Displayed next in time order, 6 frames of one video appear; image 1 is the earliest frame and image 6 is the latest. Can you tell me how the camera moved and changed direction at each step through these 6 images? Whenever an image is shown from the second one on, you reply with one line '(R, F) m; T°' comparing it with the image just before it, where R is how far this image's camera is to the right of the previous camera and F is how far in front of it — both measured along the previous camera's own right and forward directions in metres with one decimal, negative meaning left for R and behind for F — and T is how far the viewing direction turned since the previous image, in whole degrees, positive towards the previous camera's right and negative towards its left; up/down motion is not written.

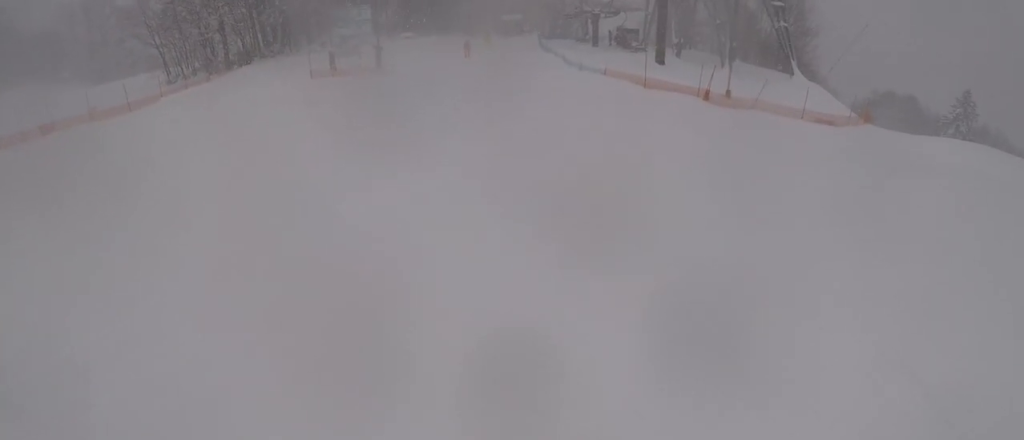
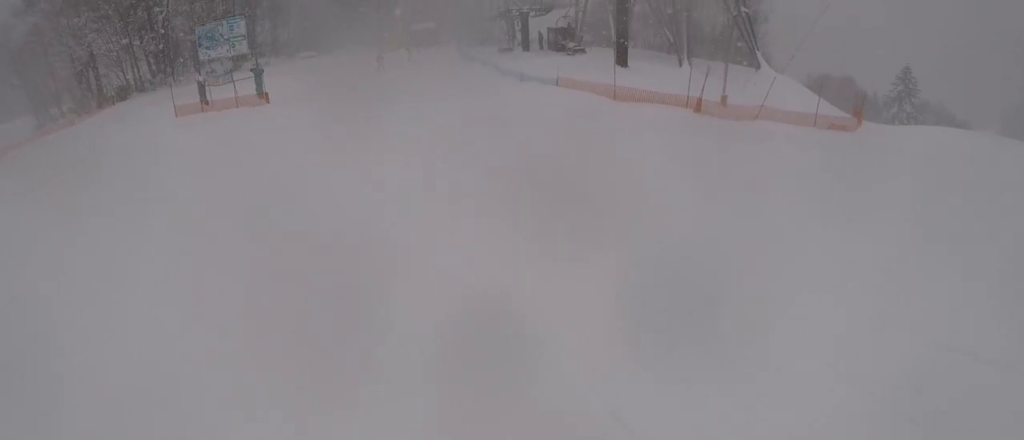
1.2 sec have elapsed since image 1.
(-0.9, +8.9) m; -11°
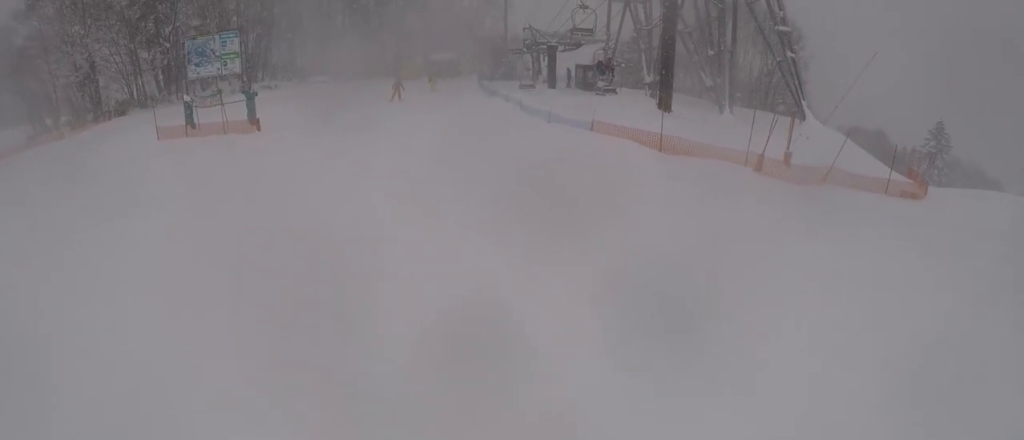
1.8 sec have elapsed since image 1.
(-0.8, +4.0) m; +1°
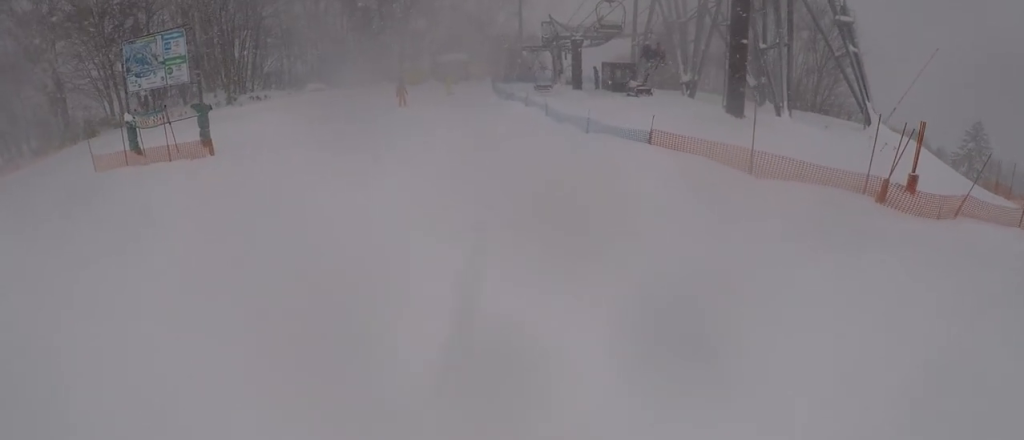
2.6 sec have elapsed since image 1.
(+0.8, +5.2) m; +1°
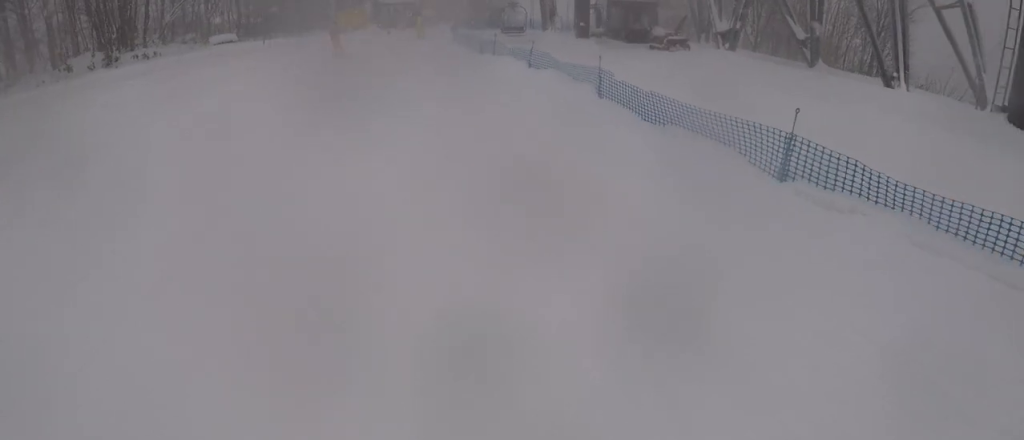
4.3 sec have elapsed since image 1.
(-0.5, +10.8) m; 0°
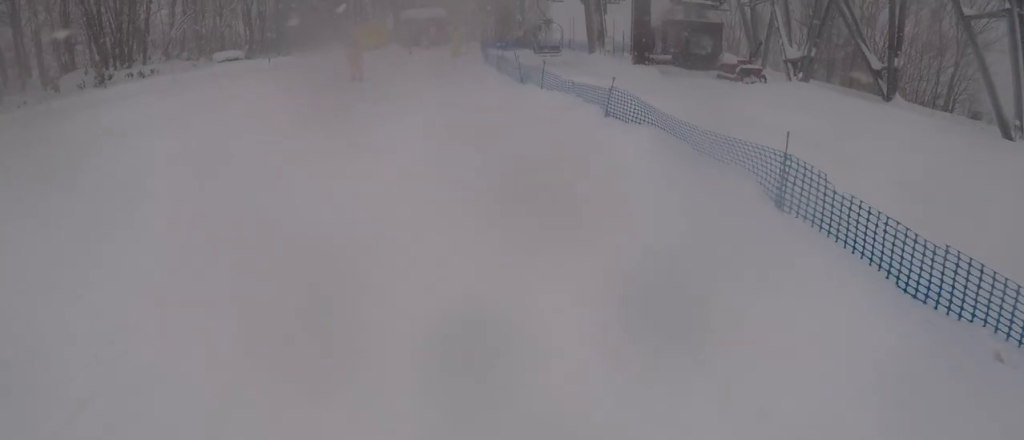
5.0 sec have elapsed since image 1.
(+0.7, +4.1) m; +1°
